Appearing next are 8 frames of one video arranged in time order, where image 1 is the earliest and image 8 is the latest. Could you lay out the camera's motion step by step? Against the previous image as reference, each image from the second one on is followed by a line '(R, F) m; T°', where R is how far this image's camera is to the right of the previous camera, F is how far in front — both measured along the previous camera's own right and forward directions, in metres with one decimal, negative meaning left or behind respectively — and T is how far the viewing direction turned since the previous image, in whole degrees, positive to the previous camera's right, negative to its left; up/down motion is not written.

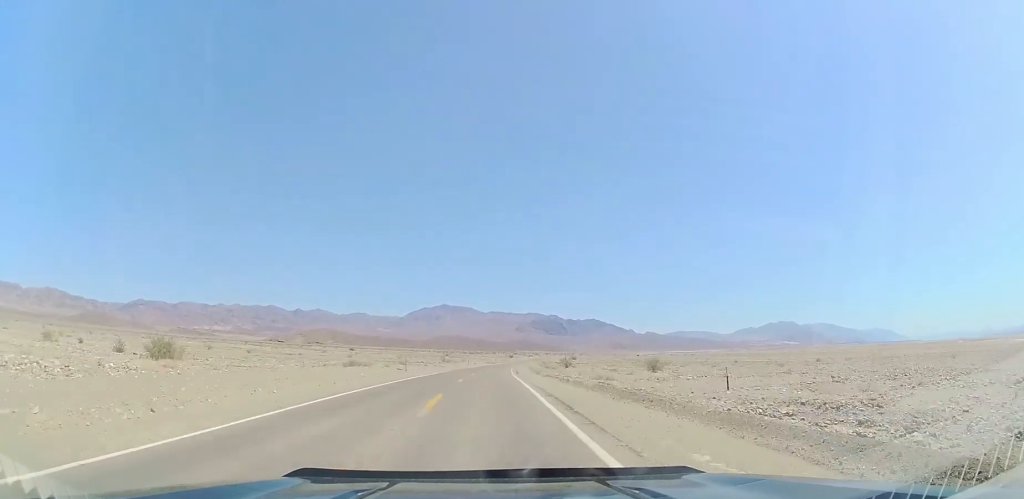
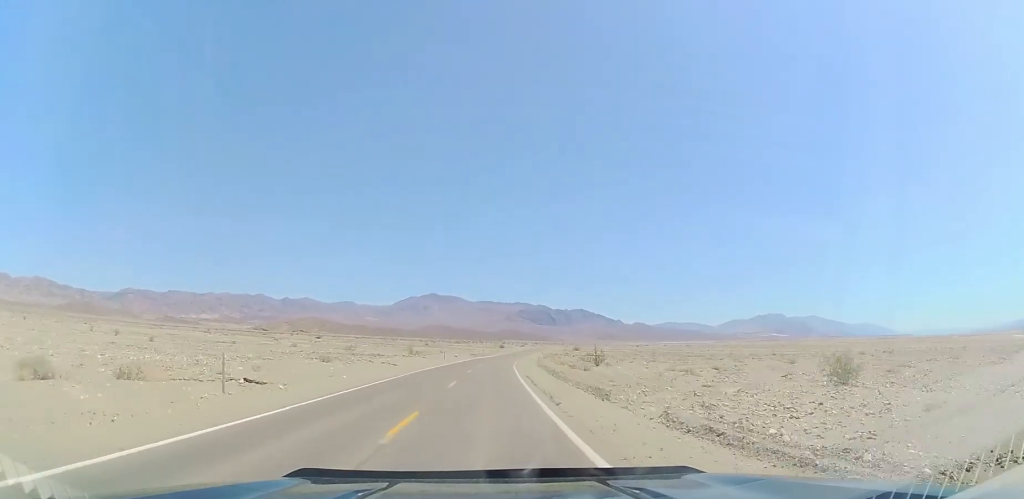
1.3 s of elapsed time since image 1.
(+0.3, +35.8) m; +1°
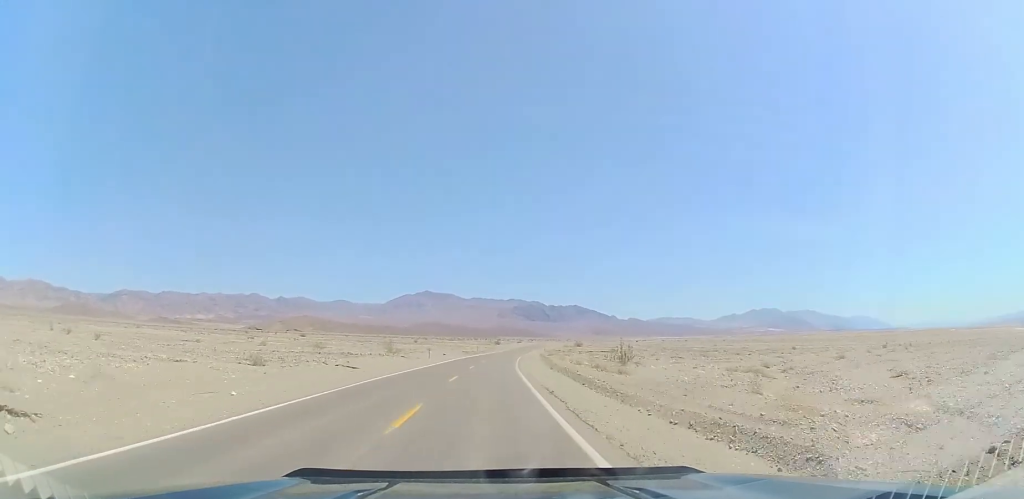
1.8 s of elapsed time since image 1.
(0.0, +14.0) m; +1°
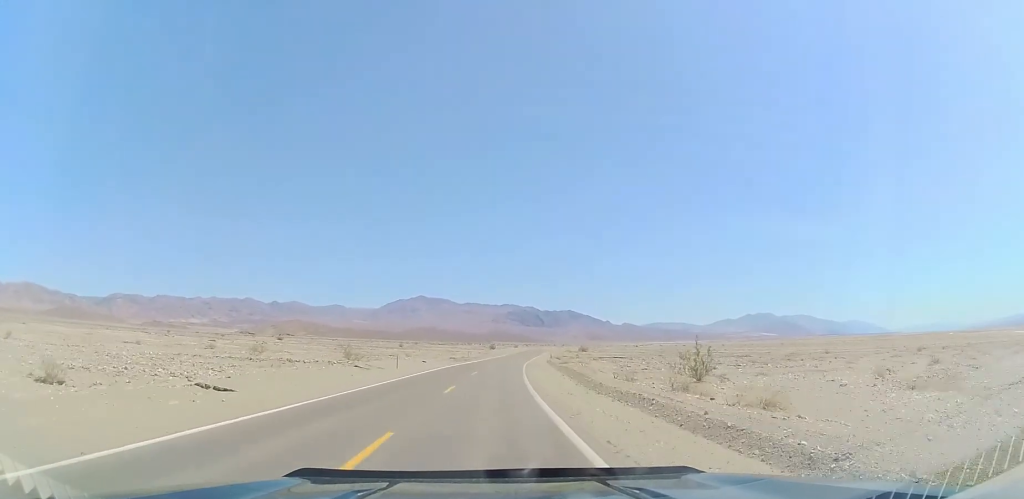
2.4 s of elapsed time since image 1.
(+0.1, +18.5) m; +1°
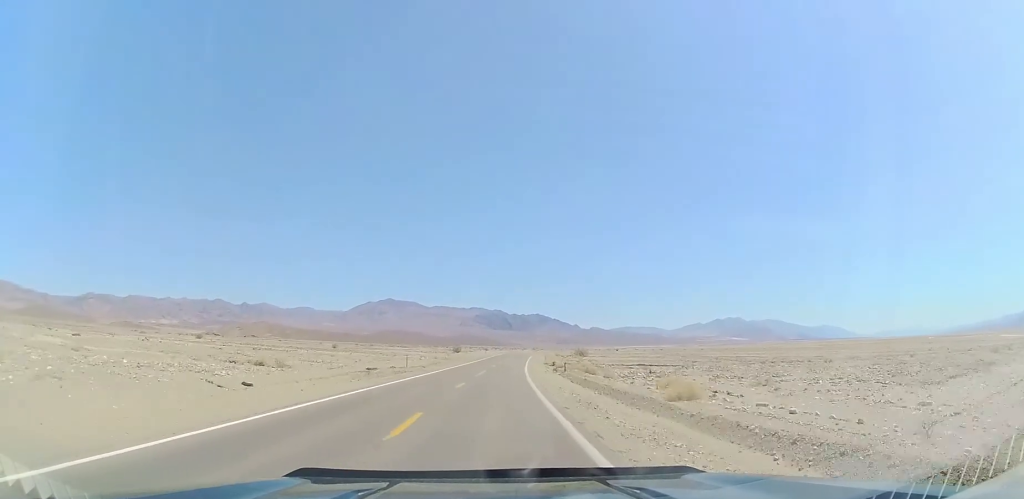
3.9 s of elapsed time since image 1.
(+1.1, +39.8) m; +3°
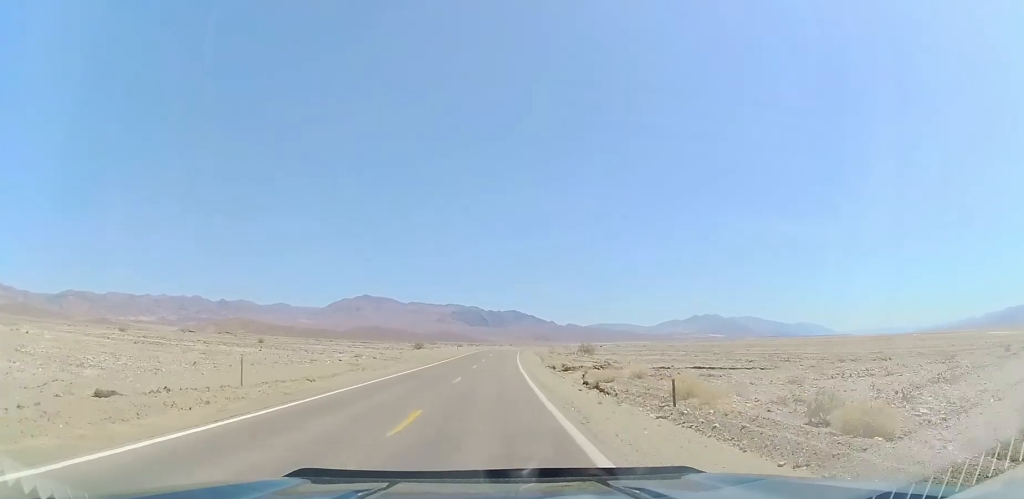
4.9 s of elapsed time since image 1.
(+0.7, +29.1) m; +2°
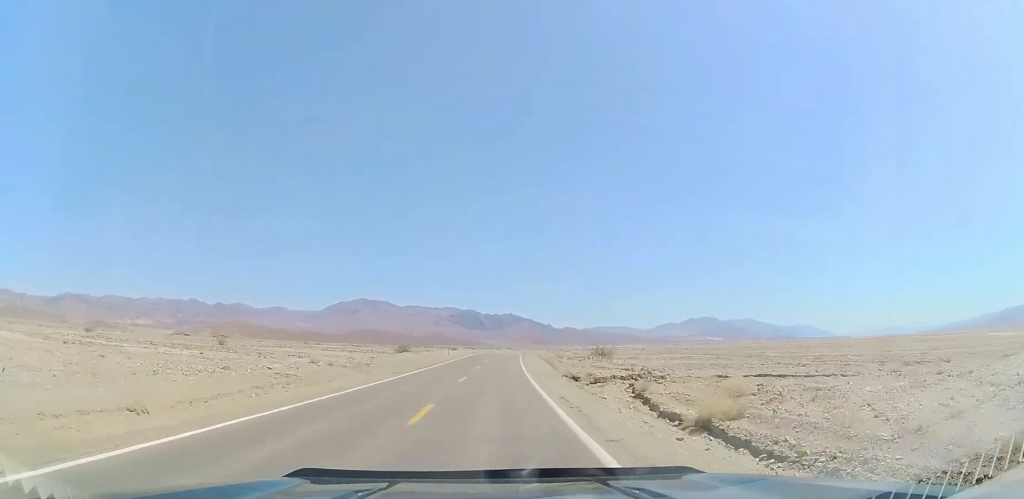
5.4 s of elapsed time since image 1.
(+0.1, +13.2) m; +1°
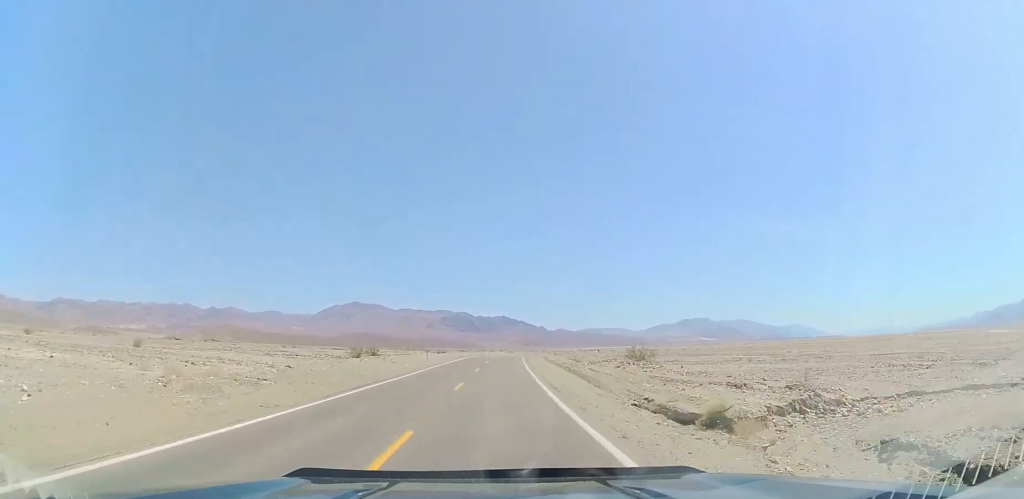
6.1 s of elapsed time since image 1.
(+0.3, +19.8) m; +1°
